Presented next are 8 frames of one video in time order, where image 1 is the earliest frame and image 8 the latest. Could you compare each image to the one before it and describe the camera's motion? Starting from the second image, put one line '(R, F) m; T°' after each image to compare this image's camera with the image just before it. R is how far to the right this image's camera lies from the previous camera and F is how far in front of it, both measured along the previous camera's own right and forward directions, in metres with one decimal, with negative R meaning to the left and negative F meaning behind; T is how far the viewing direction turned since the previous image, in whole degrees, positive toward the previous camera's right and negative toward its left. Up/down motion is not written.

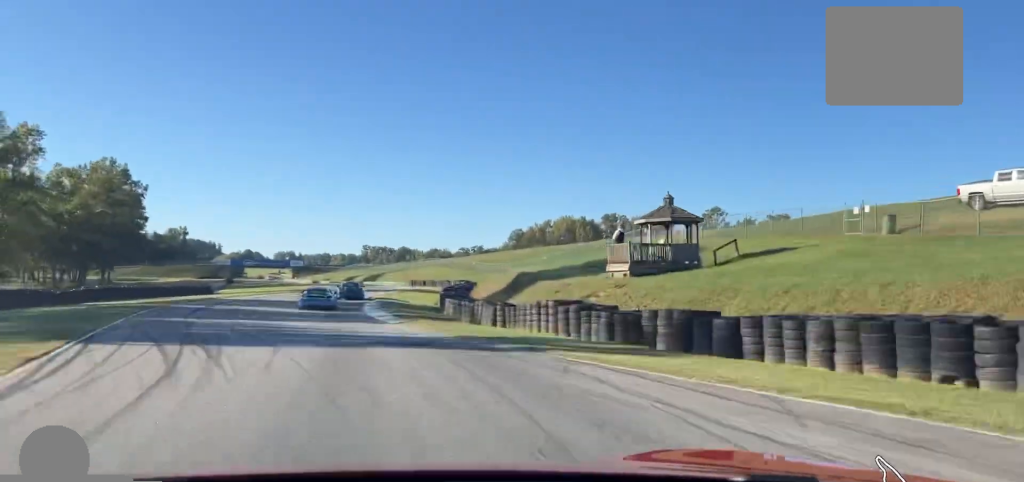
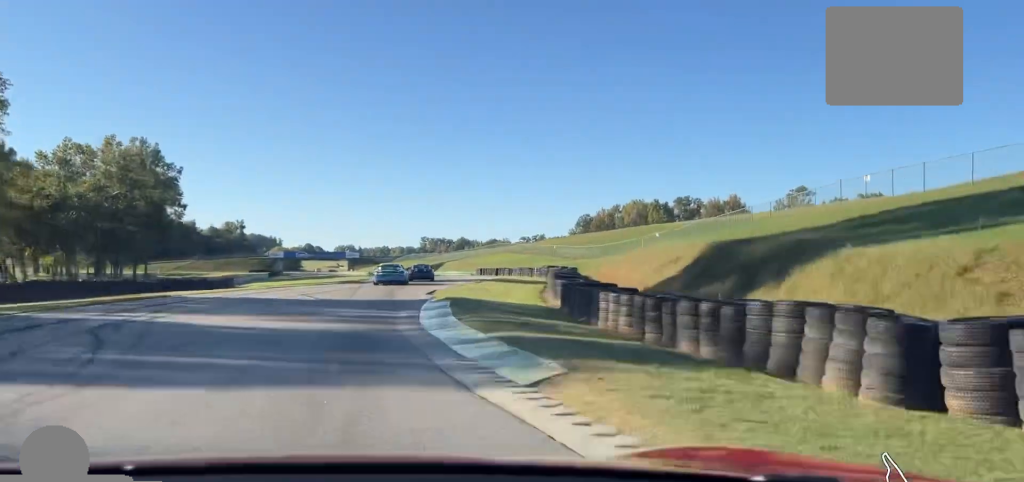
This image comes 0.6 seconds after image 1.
(-2.0, +25.1) m; -5°
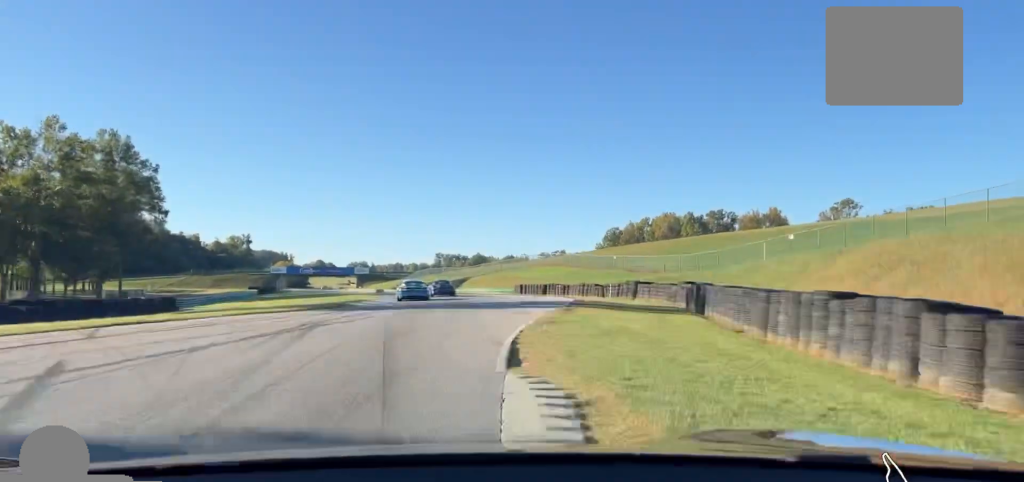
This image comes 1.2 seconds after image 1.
(-1.4, +25.0) m; +1°
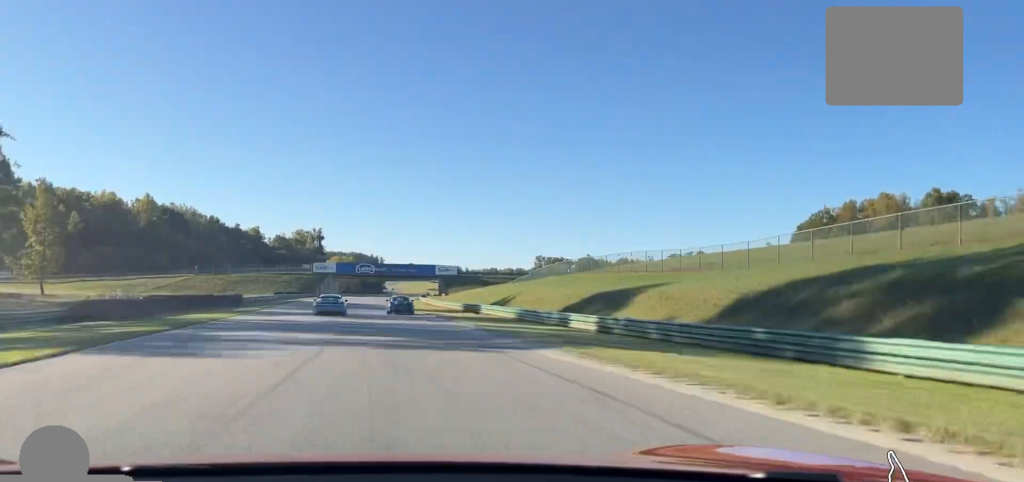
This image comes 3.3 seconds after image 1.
(-4.6, +97.2) m; -10°
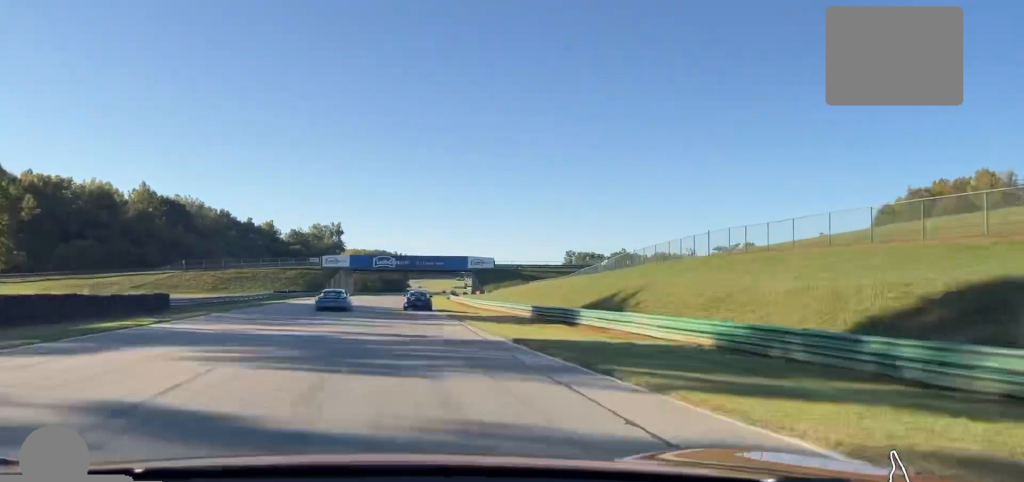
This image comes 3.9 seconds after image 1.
(-0.7, +31.4) m; 0°
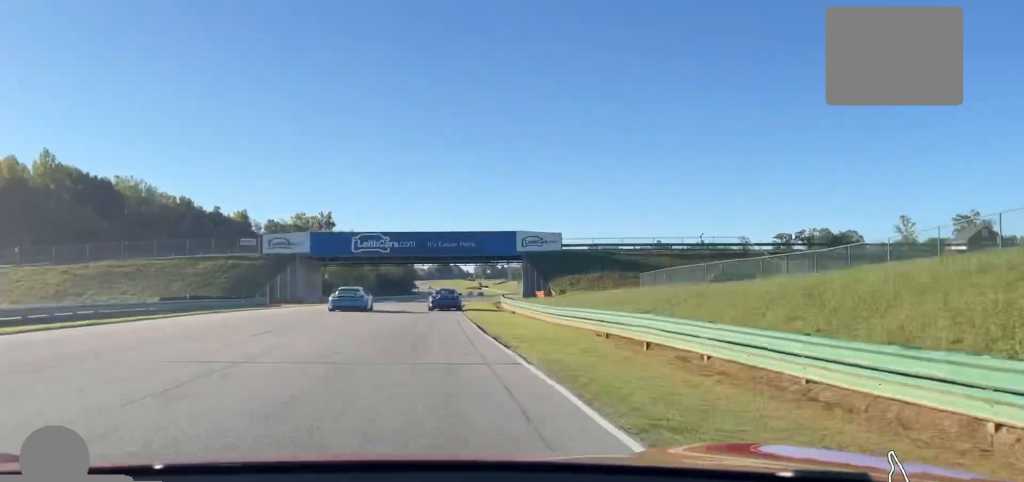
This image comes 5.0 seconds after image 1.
(+0.6, +64.0) m; +2°
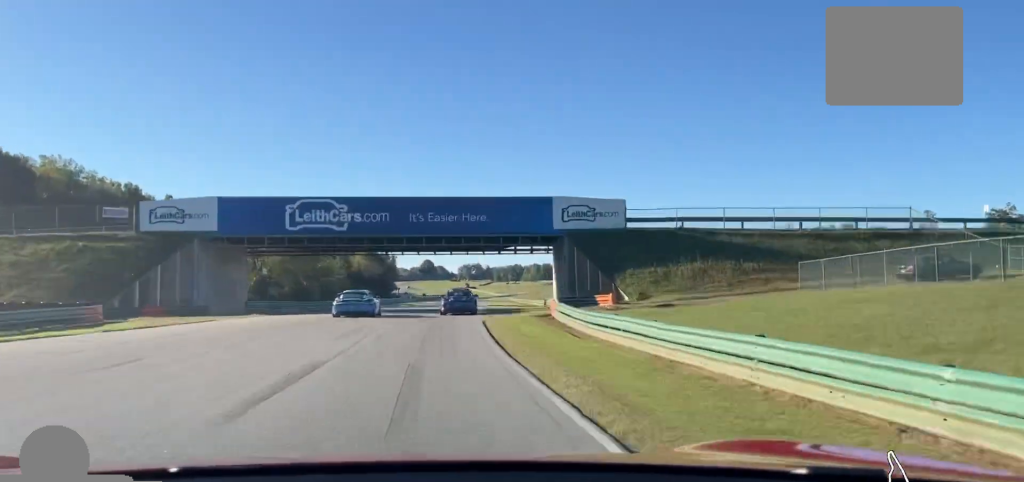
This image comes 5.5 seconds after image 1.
(+0.2, +32.0) m; +1°
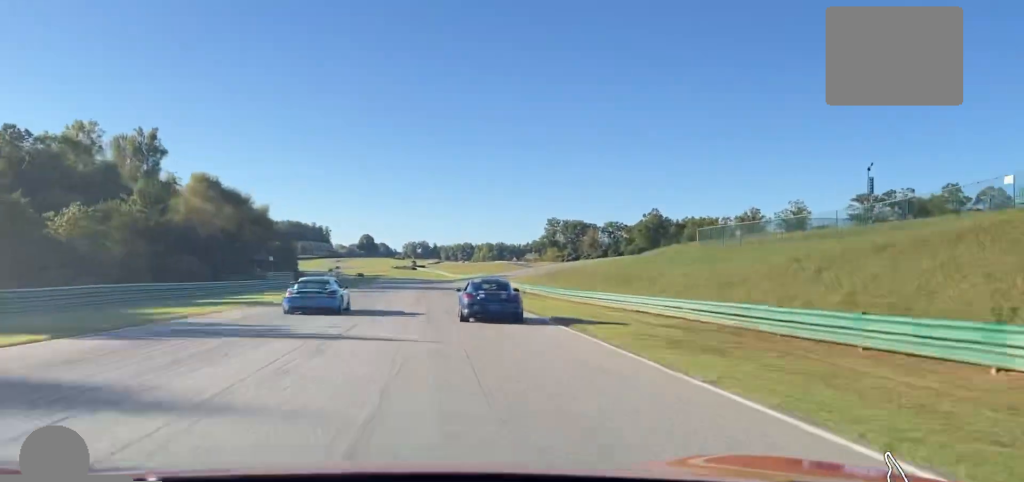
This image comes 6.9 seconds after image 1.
(+2.1, +85.9) m; +2°
